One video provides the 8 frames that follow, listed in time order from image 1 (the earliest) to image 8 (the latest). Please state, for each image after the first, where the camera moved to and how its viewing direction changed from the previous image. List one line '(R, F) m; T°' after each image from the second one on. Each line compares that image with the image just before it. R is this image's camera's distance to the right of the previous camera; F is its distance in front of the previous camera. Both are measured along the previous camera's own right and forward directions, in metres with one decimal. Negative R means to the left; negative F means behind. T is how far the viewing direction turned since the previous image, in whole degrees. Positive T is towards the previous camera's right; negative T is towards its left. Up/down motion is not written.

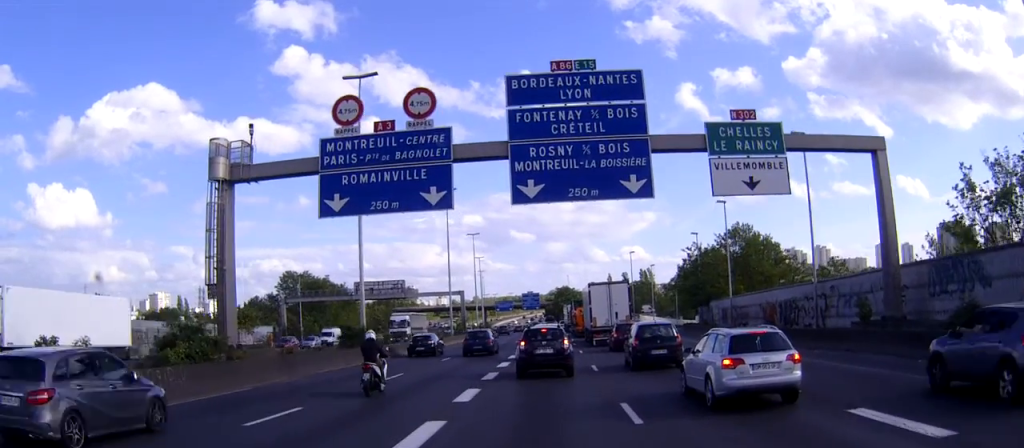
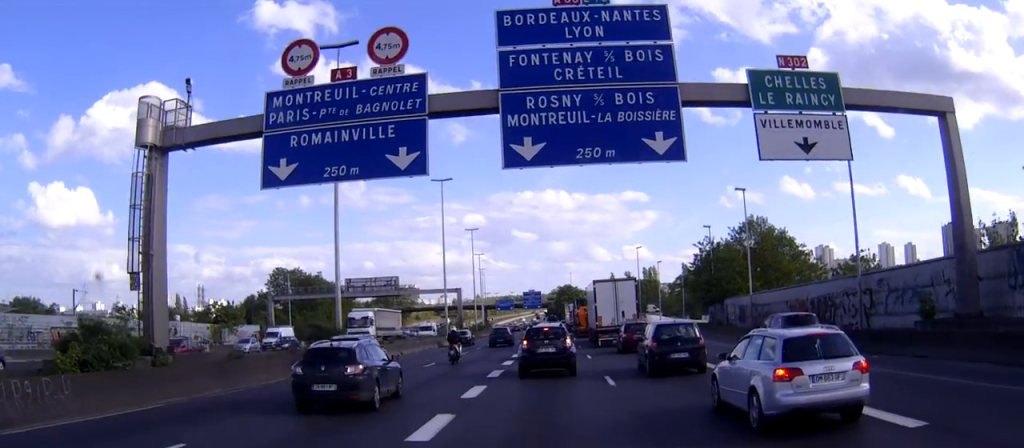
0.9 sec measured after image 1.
(+0.1, +5.7) m; 0°
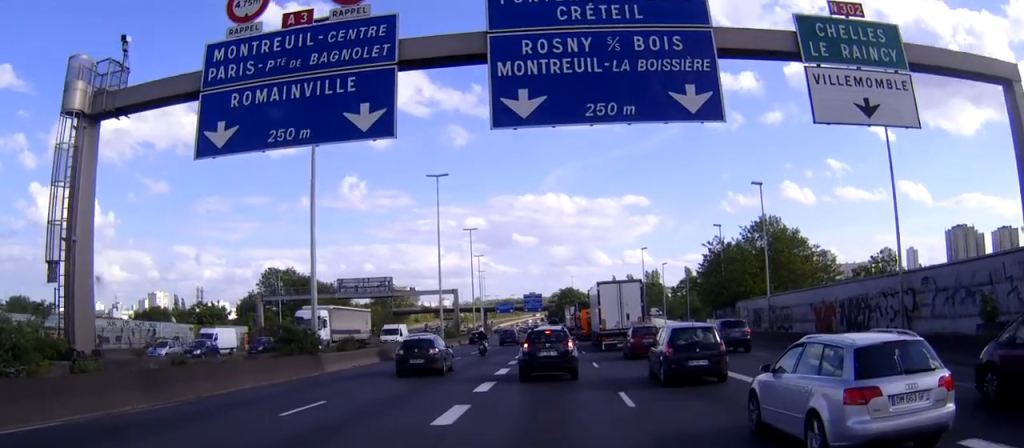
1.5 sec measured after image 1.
(-0.1, +4.4) m; -1°
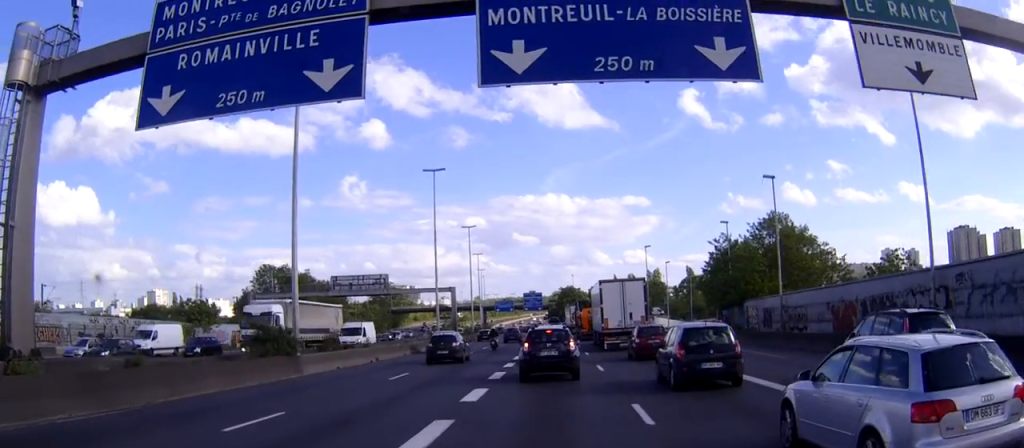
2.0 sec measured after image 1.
(0.0, +2.9) m; -1°
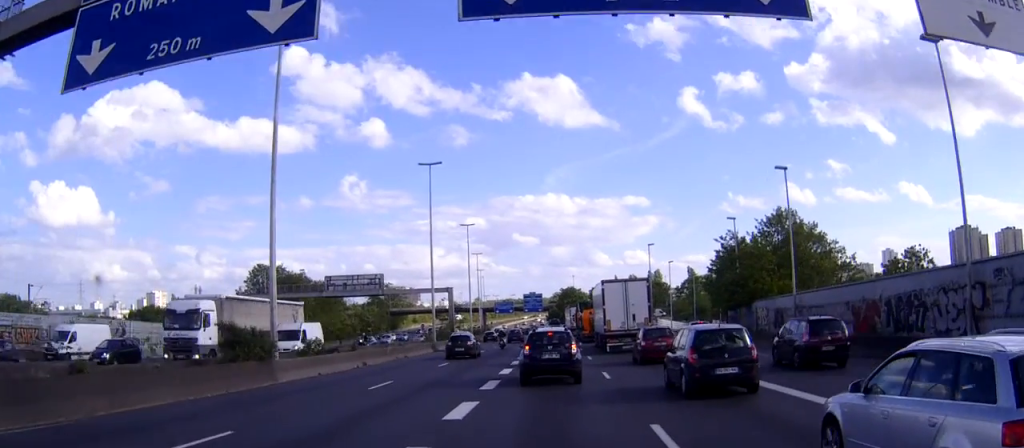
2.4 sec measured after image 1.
(0.0, +2.8) m; 0°
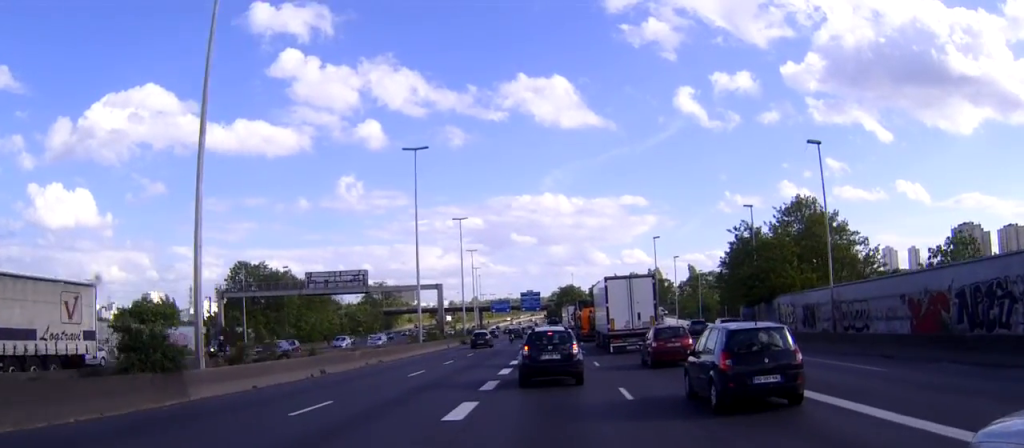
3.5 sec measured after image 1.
(0.0, +6.9) m; +1°
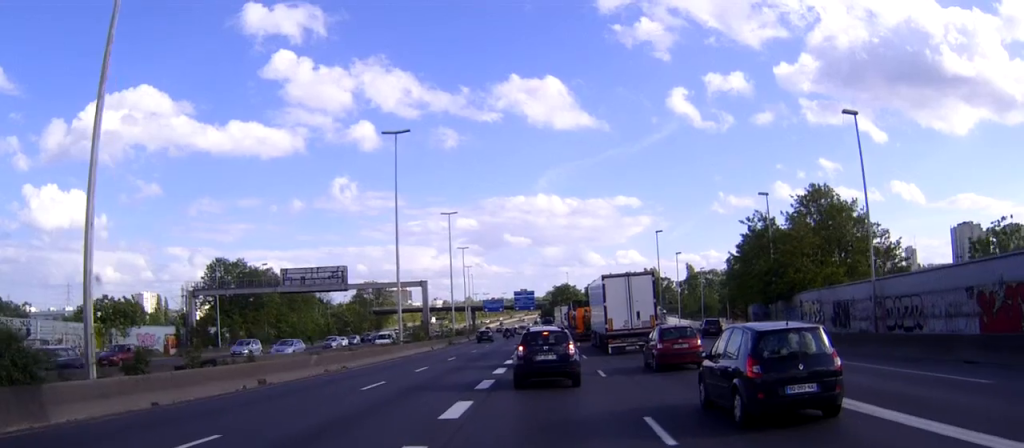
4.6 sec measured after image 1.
(0.0, +6.5) m; 0°
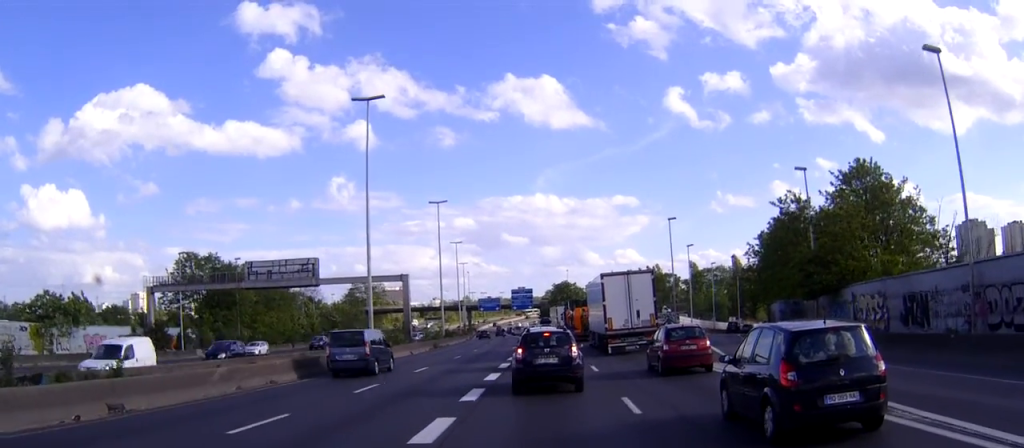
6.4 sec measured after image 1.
(0.0, +9.5) m; 0°
